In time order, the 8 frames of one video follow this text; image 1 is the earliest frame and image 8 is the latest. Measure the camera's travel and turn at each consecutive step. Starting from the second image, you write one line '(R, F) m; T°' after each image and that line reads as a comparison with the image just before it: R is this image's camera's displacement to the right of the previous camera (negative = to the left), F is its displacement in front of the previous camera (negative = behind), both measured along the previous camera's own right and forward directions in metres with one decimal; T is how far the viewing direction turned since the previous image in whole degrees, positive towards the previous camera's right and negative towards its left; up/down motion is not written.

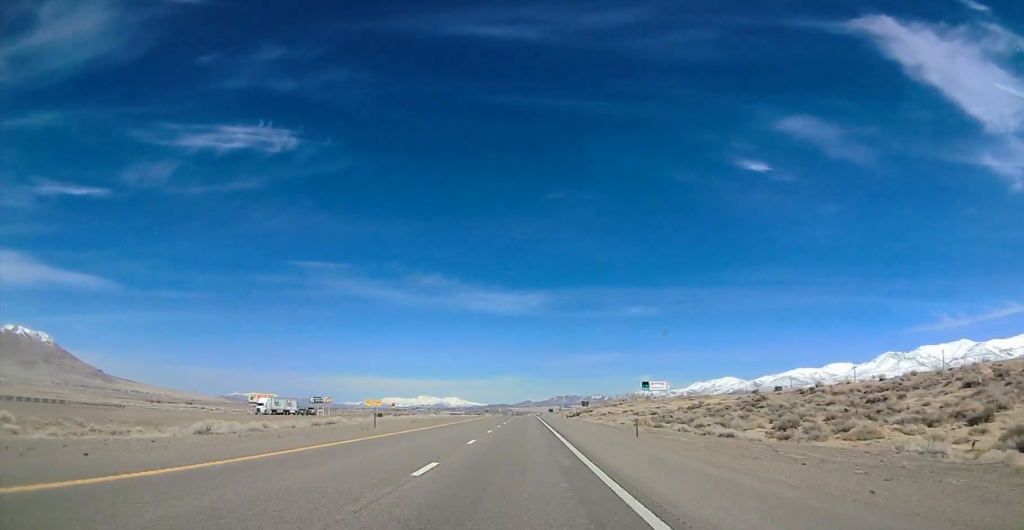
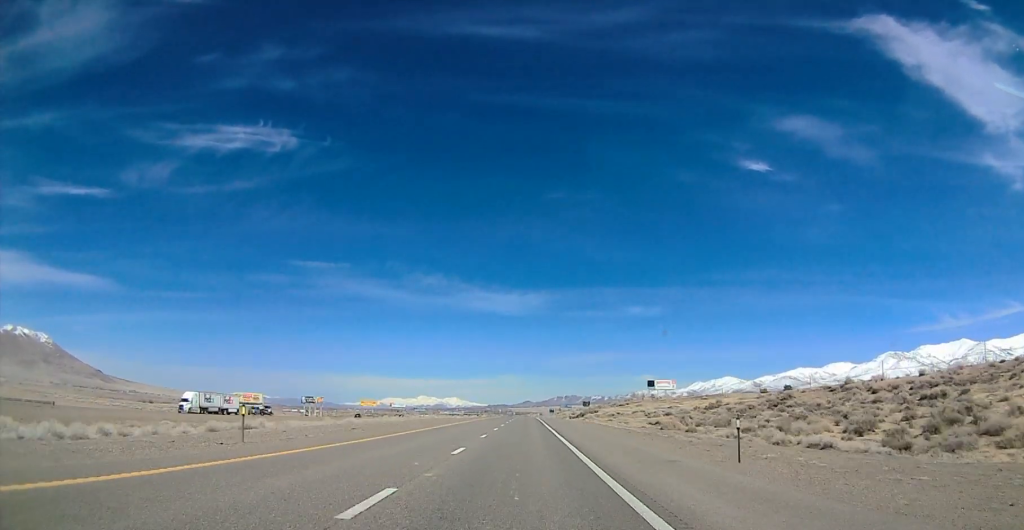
(+0.1, +17.5) m; +1°
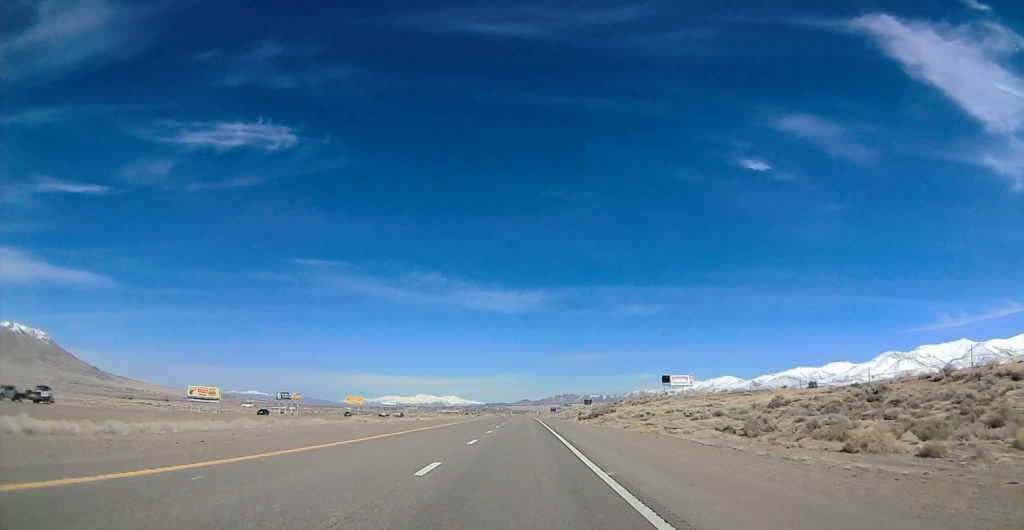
(+1.0, +42.9) m; 0°
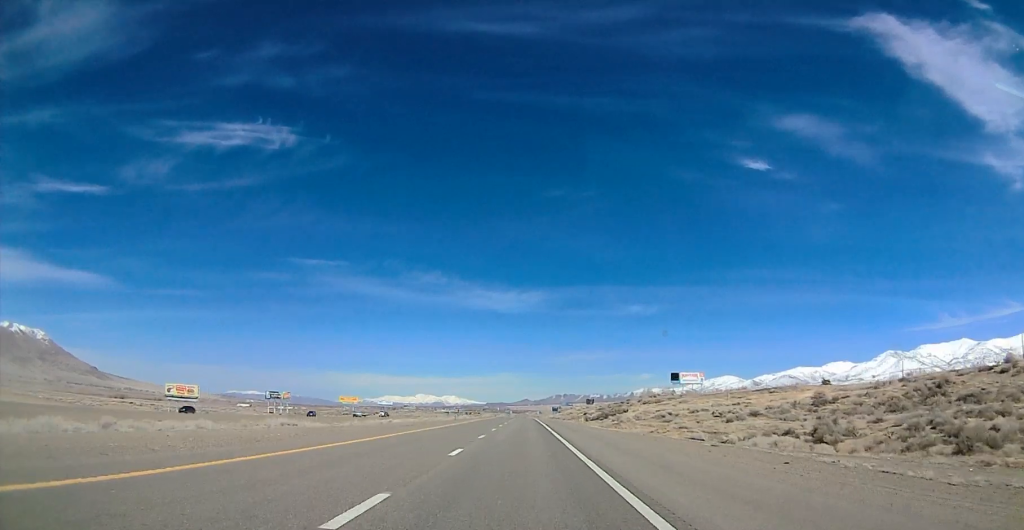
(-0.6, +18.4) m; -2°
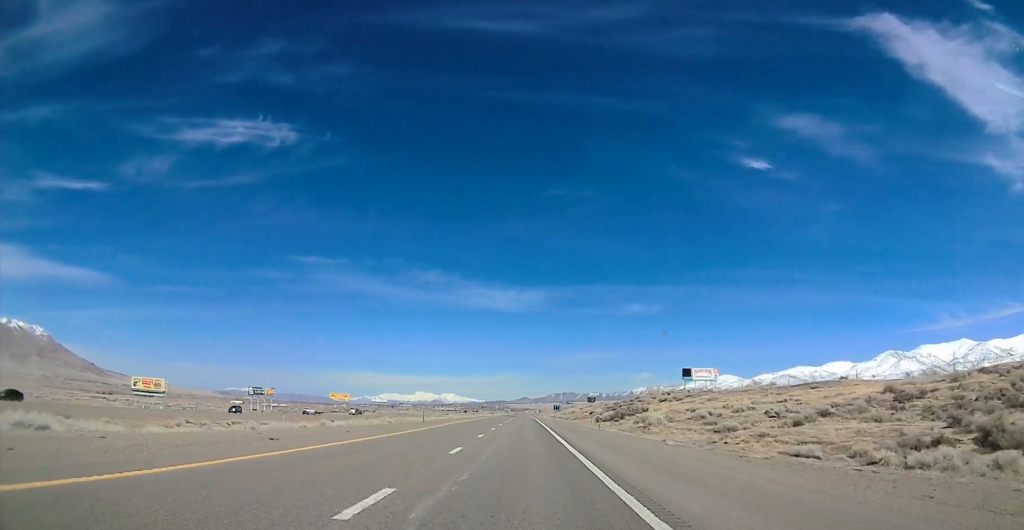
(-0.4, +23.7) m; 0°
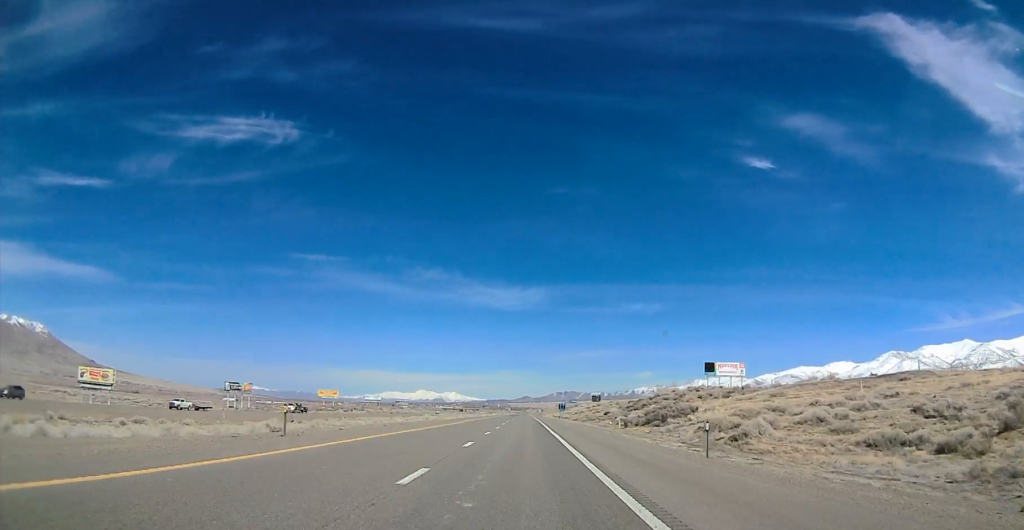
(+1.0, +32.5) m; 0°
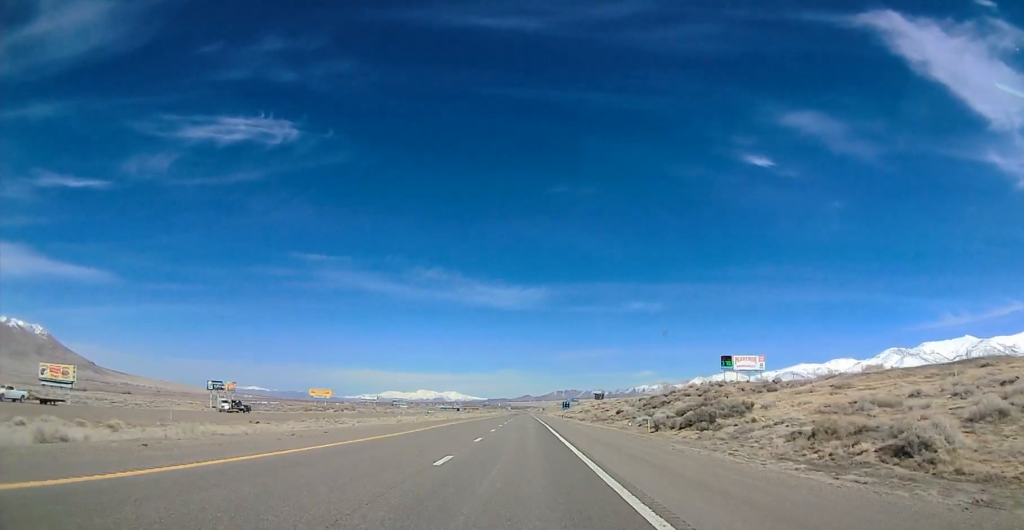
(-0.7, +20.2) m; -1°
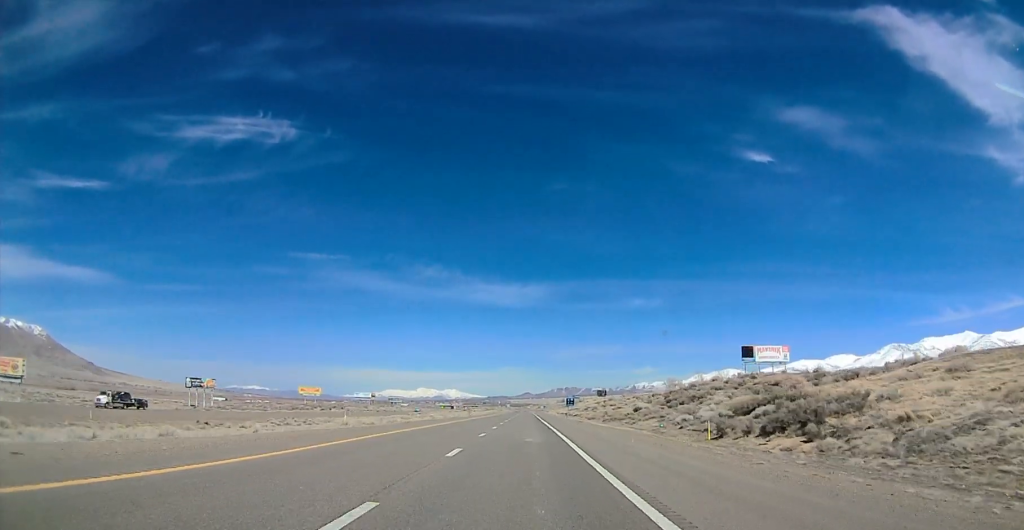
(-0.3, +21.9) m; +1°
